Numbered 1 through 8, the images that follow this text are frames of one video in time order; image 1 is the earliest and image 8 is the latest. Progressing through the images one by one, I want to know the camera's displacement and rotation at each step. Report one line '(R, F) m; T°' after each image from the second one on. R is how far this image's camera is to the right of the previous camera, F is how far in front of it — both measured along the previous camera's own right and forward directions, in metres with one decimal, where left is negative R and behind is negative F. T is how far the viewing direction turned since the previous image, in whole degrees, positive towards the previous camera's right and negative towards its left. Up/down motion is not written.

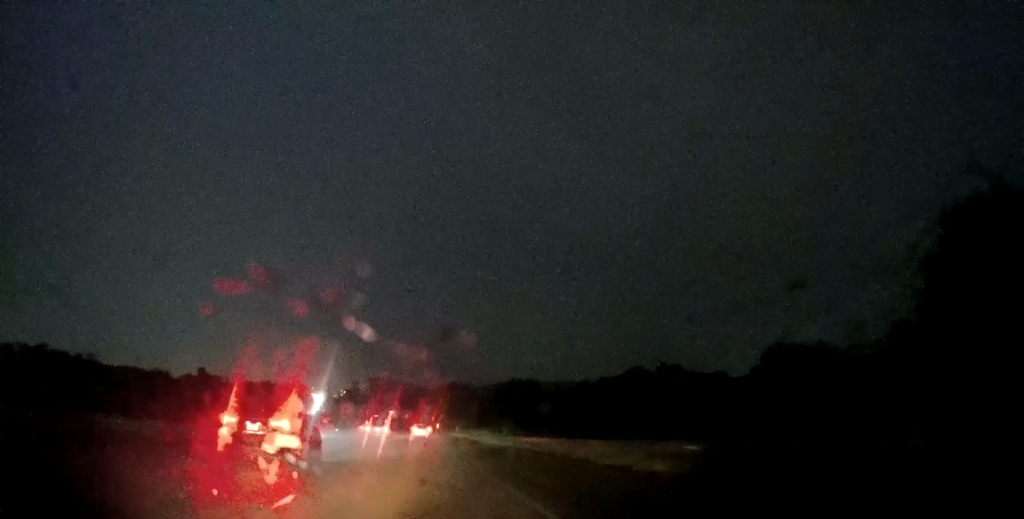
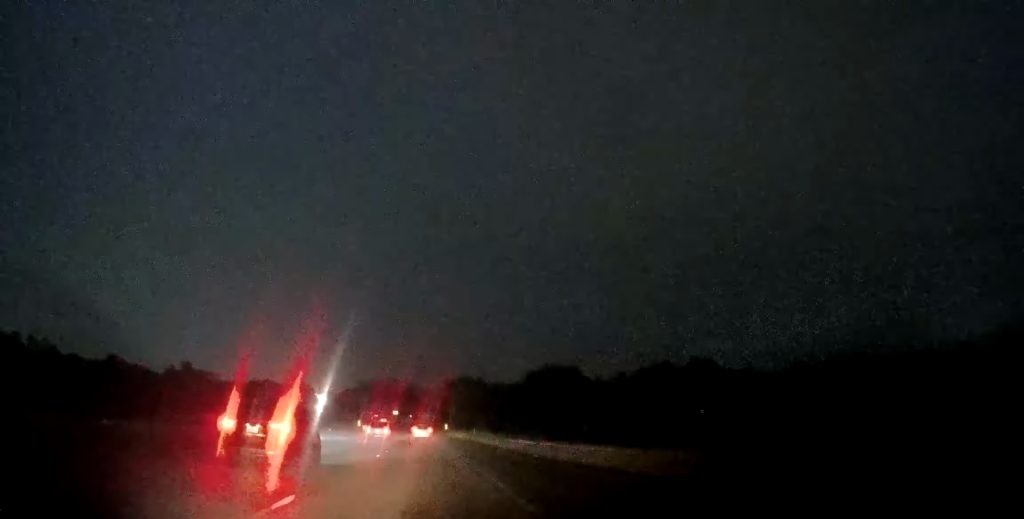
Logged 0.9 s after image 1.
(-0.4, +25.5) m; -1°
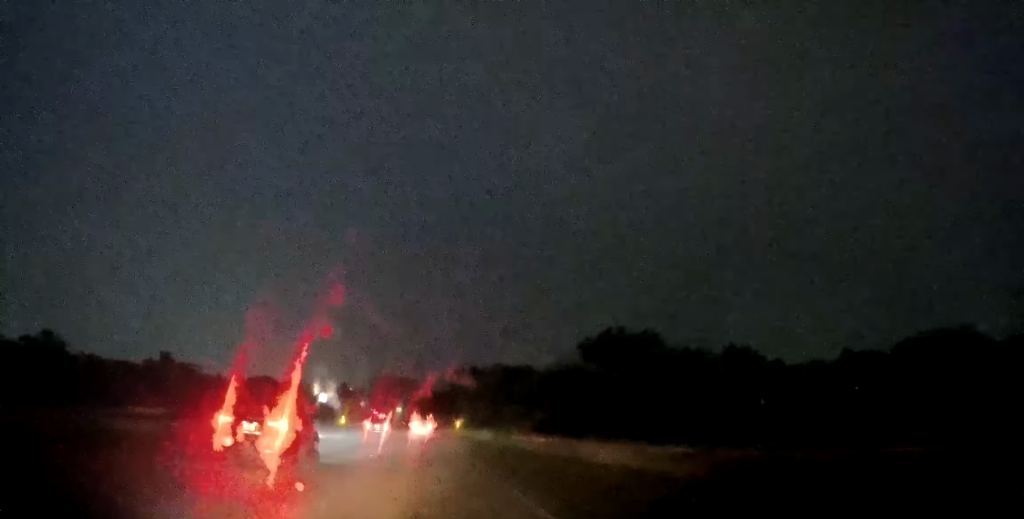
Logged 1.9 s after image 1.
(-0.3, +27.3) m; -1°
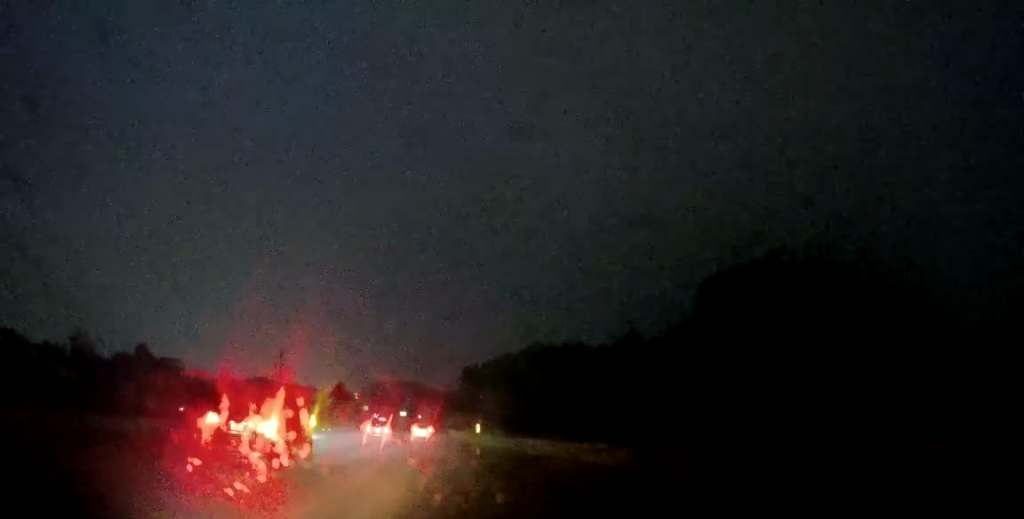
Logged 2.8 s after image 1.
(0.0, +25.5) m; 0°
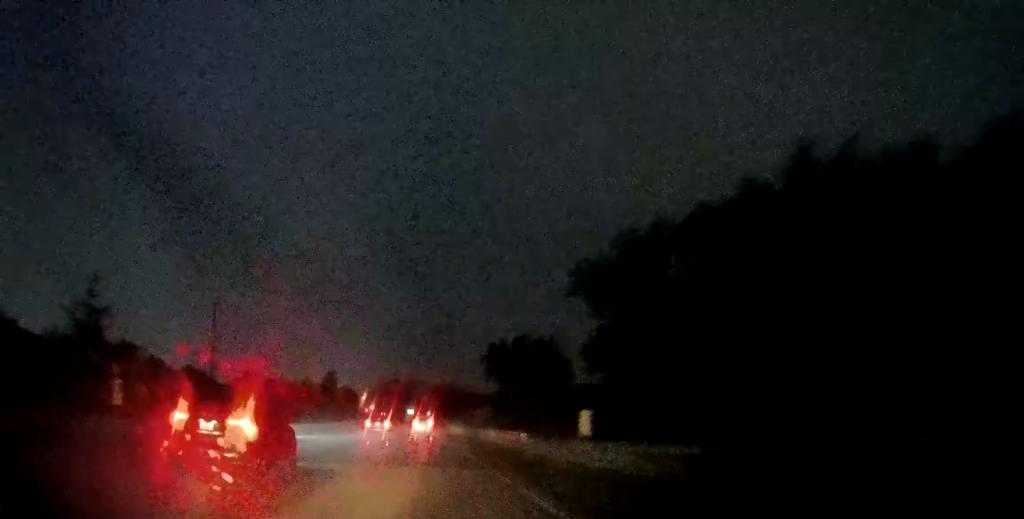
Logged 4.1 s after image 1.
(-0.4, +39.3) m; -2°
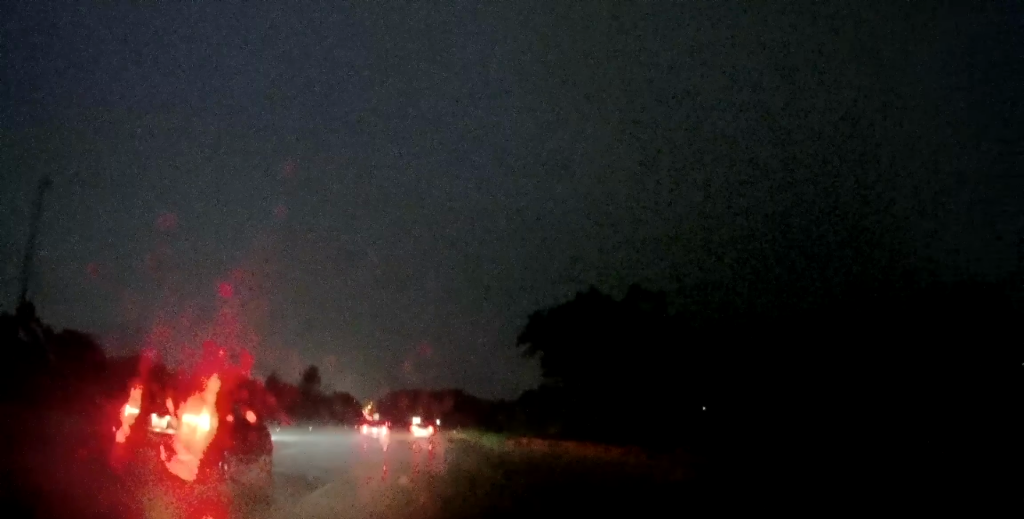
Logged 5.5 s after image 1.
(-0.6, +38.9) m; -1°
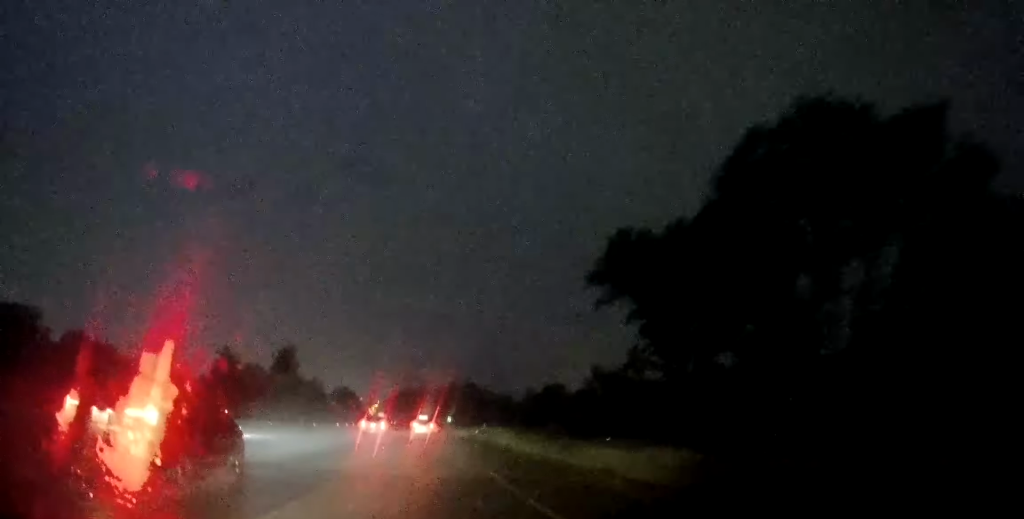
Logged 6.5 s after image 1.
(+0.1, +29.3) m; 0°
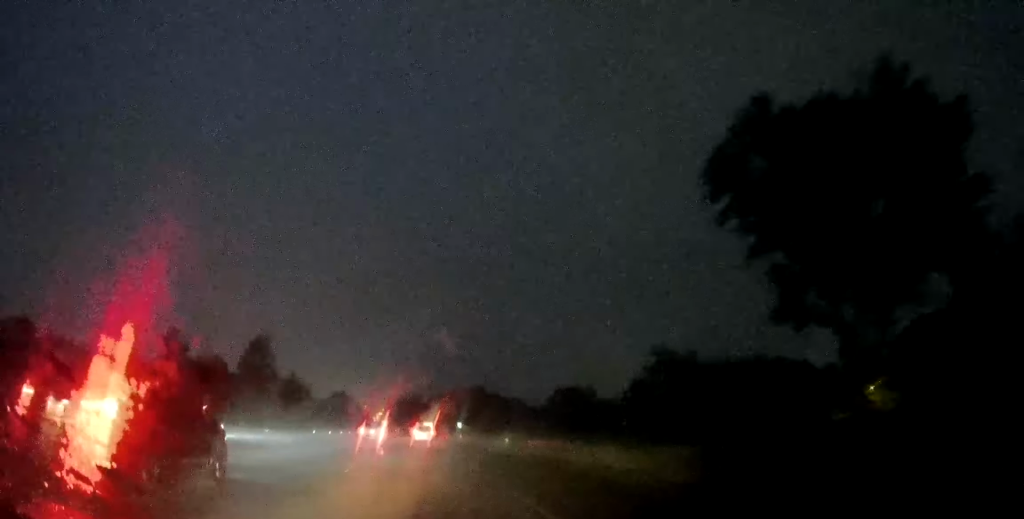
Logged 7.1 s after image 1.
(+0.4, +19.6) m; -1°
